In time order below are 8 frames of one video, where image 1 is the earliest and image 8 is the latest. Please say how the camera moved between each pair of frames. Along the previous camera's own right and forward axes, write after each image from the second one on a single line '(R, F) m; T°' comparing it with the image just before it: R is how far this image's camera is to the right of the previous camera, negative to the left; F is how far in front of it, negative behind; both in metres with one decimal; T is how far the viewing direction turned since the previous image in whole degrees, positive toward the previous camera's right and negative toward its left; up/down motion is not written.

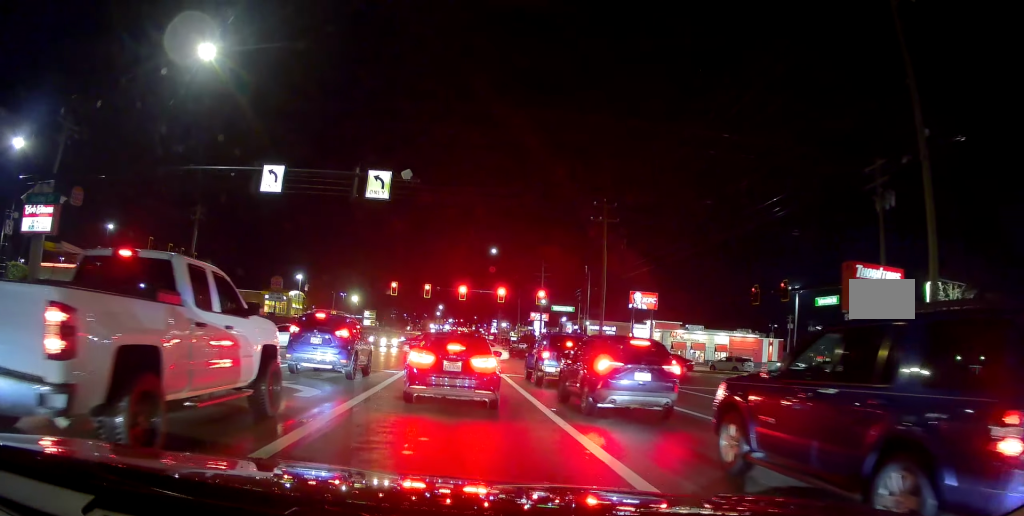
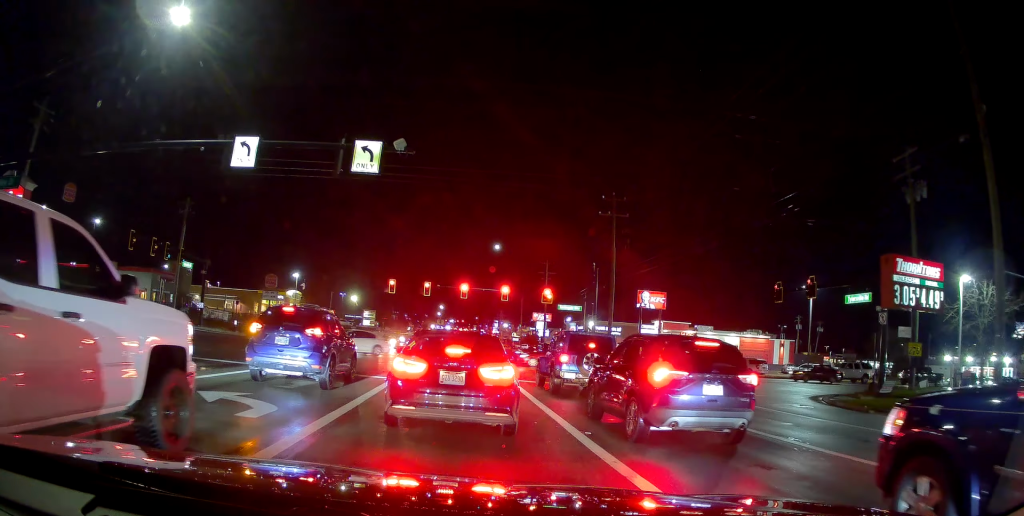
(-0.2, +4.4) m; -2°
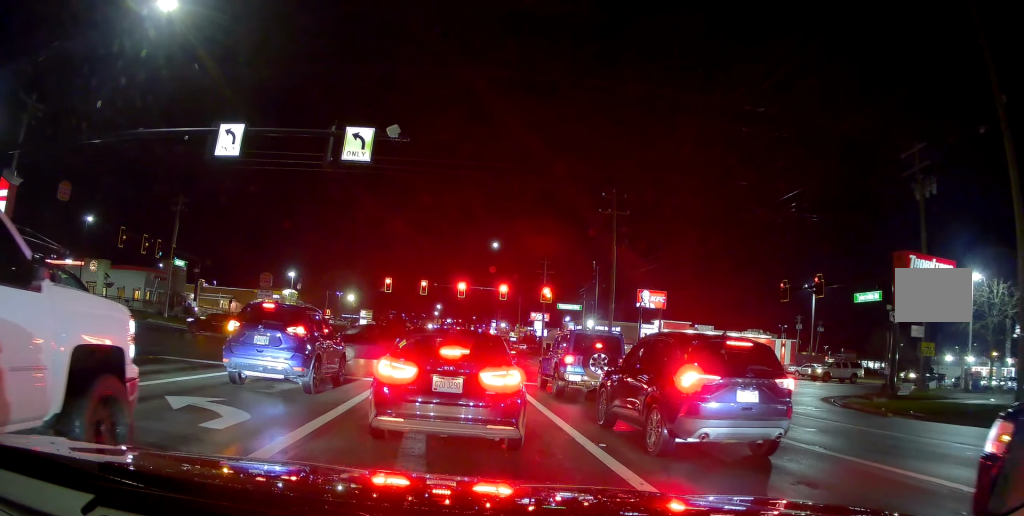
(-0.1, +1.7) m; +2°
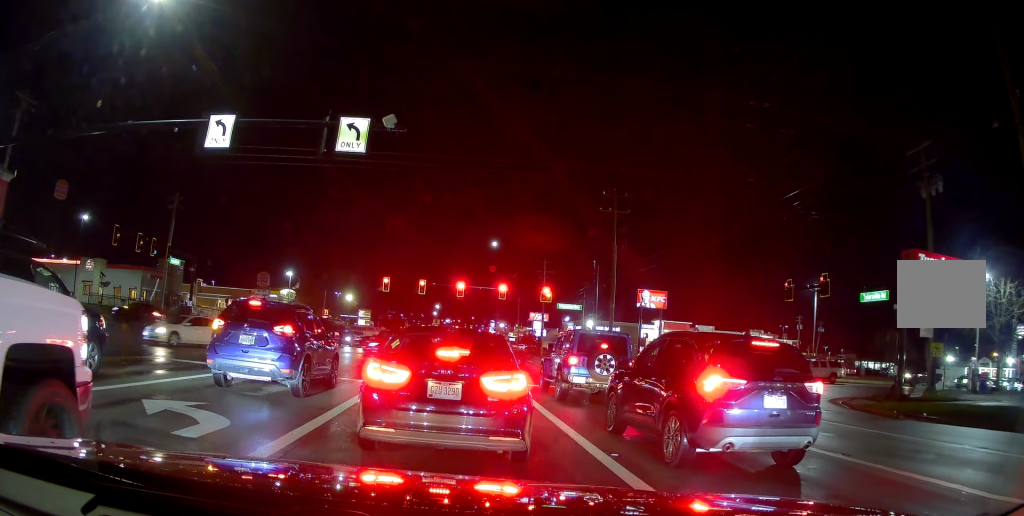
(+0.2, +0.8) m; 0°
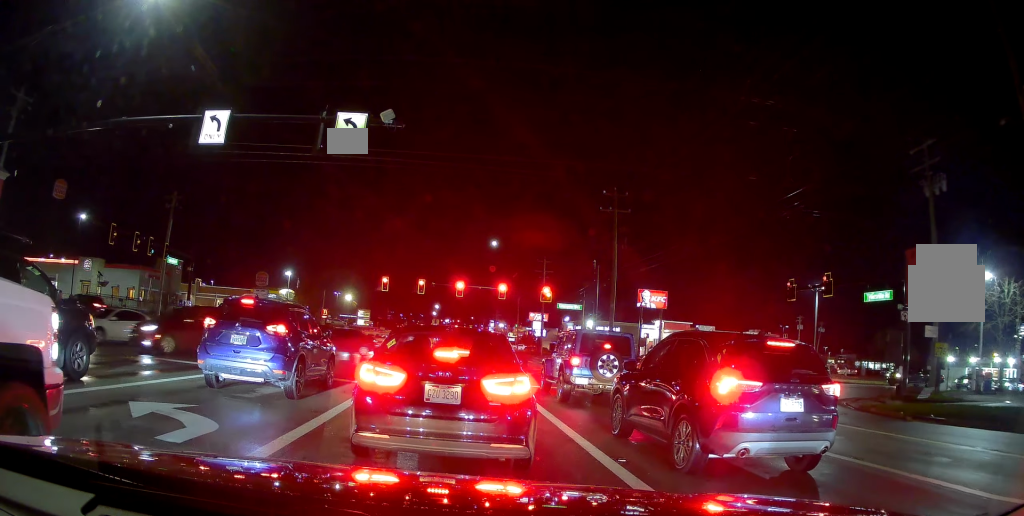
(+0.1, +0.5) m; 0°
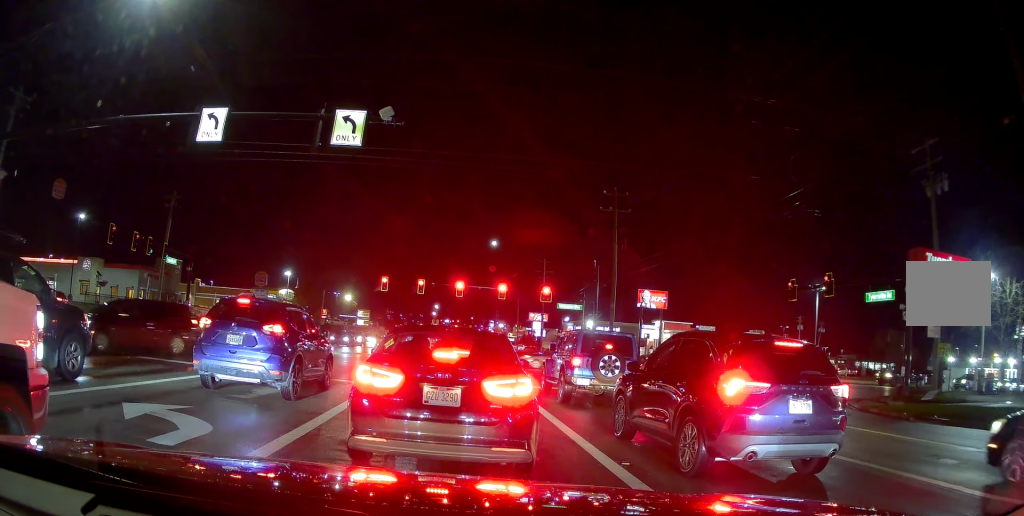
(-0.1, +0.2) m; 0°
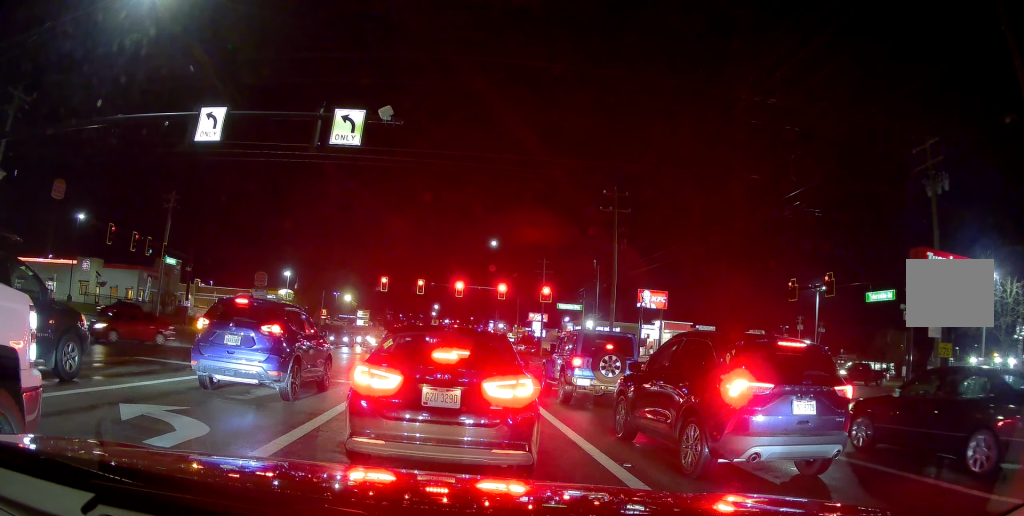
(-0.1, +0.4) m; 0°
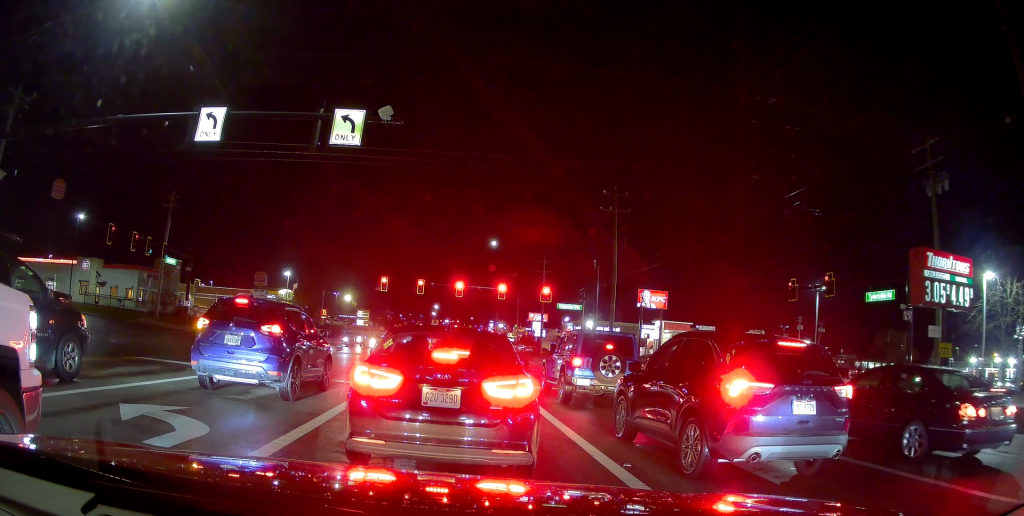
(-0.1, +0.3) m; 0°
